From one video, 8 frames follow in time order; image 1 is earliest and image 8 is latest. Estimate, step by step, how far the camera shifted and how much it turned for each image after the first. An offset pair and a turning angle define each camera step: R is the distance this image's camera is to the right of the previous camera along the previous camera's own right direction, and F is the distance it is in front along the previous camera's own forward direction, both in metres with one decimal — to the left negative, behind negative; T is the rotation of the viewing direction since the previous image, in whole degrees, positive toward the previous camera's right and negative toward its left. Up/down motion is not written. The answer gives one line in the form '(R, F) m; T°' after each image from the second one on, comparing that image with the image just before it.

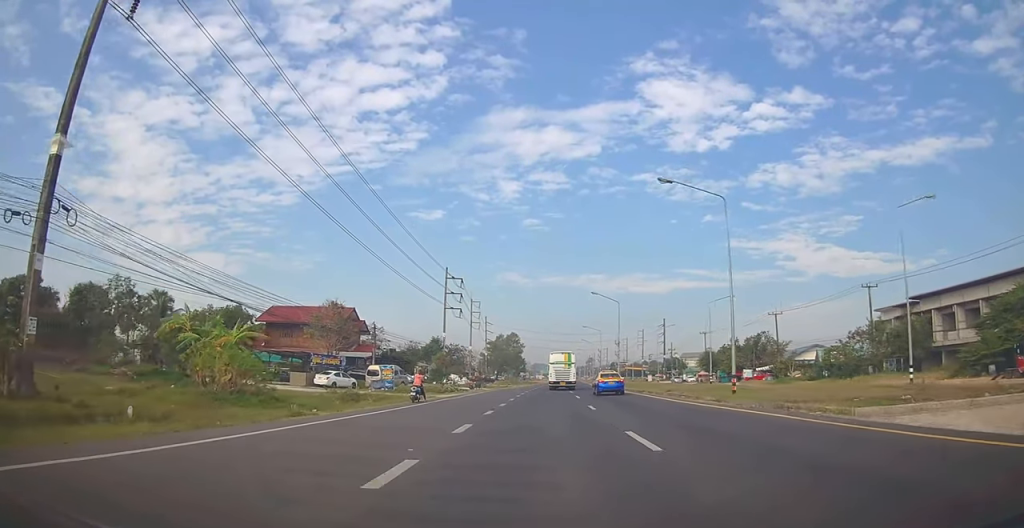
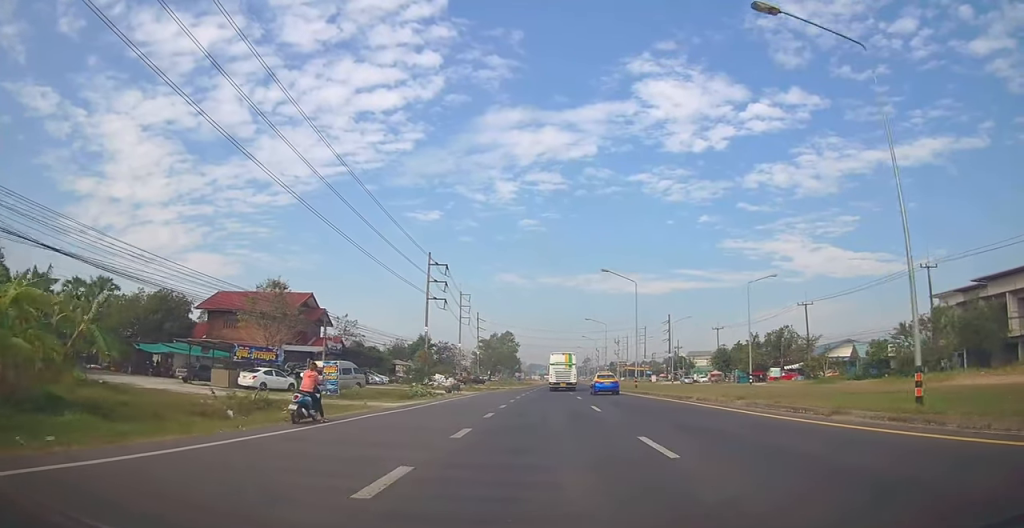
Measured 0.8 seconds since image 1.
(0.0, +12.4) m; 0°
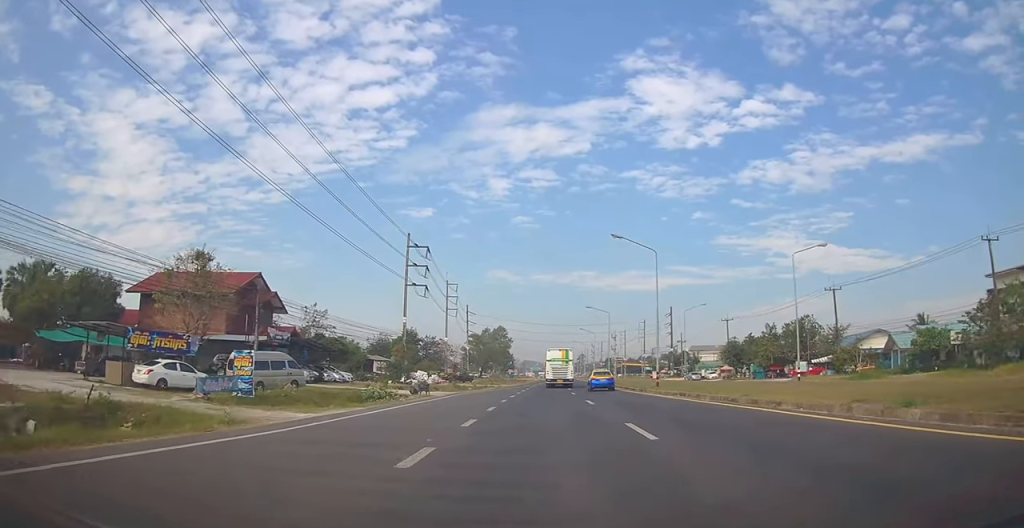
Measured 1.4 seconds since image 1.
(-0.1, +10.1) m; +1°
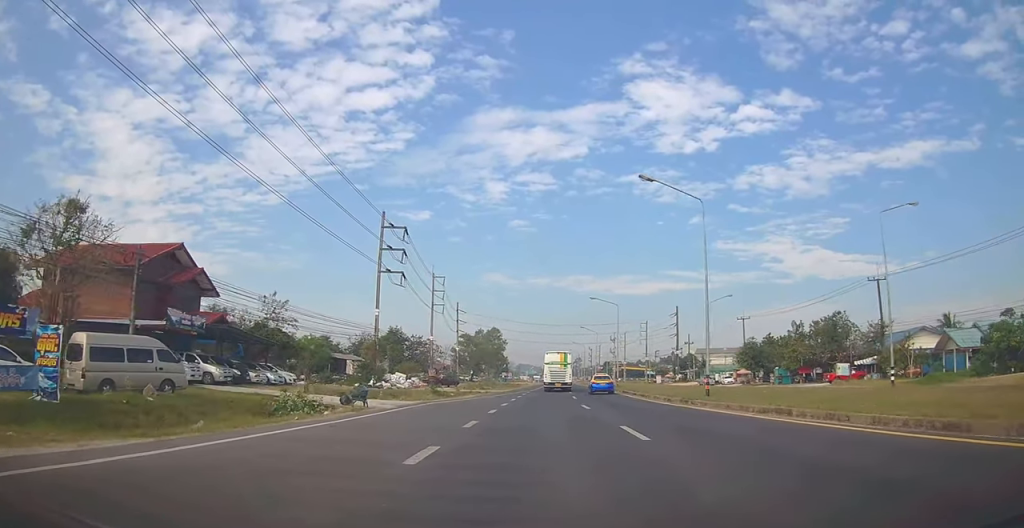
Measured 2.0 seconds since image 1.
(+0.2, +11.2) m; +1°
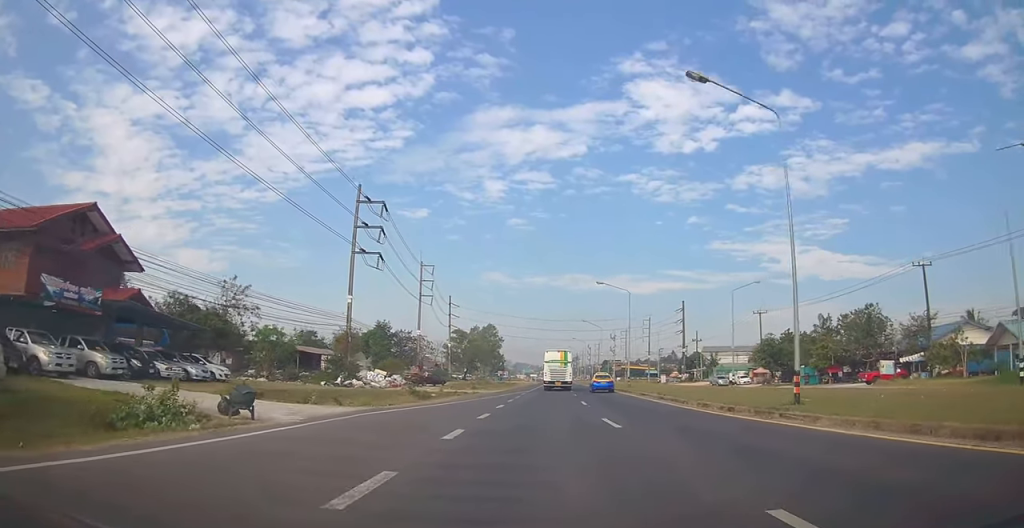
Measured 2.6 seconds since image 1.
(+0.1, +8.7) m; 0°
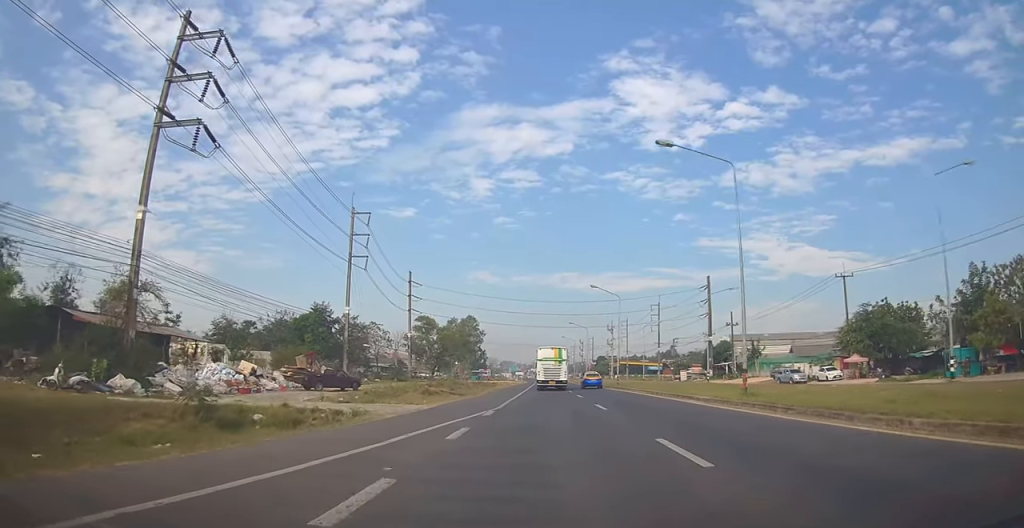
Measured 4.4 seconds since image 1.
(-0.4, +30.3) m; 0°
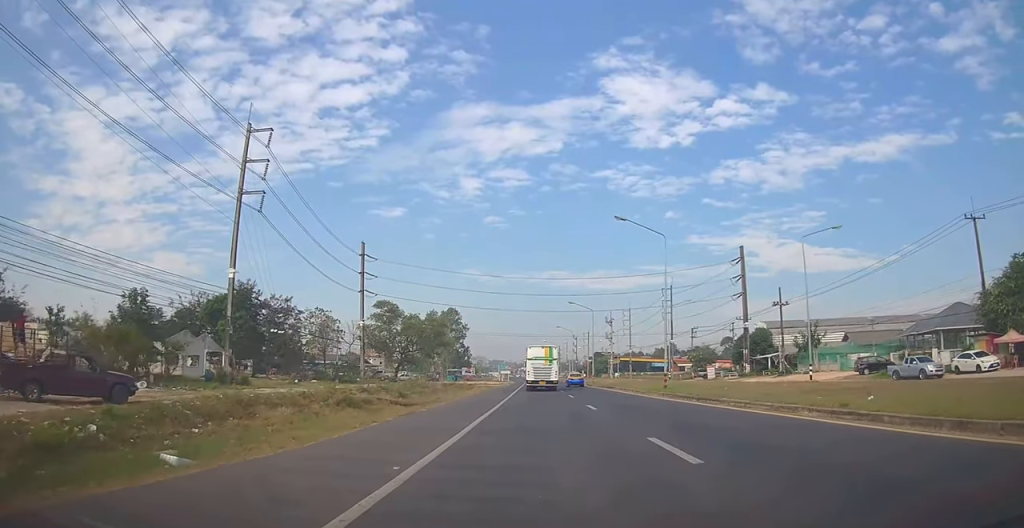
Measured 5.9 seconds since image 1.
(+0.2, +23.9) m; +1°
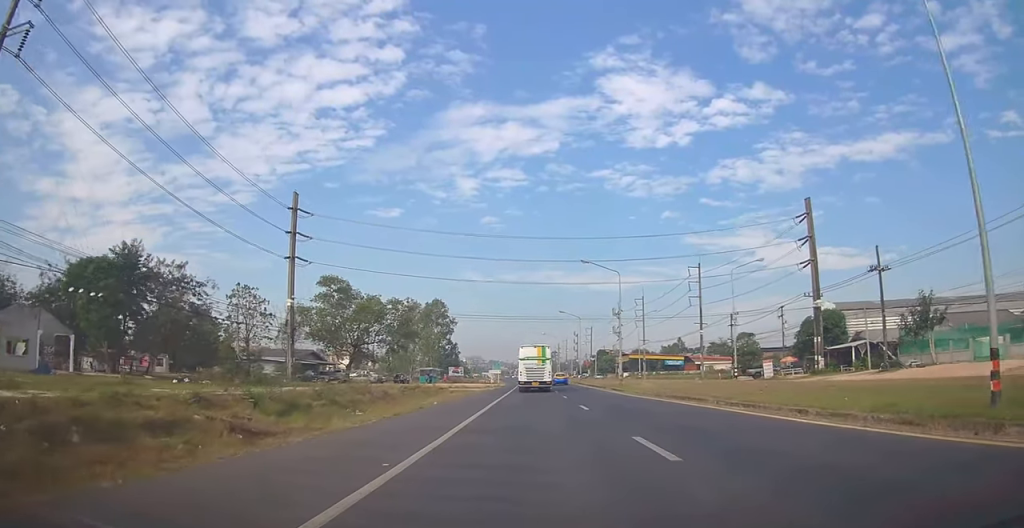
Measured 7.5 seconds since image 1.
(0.0, +25.2) m; 0°
